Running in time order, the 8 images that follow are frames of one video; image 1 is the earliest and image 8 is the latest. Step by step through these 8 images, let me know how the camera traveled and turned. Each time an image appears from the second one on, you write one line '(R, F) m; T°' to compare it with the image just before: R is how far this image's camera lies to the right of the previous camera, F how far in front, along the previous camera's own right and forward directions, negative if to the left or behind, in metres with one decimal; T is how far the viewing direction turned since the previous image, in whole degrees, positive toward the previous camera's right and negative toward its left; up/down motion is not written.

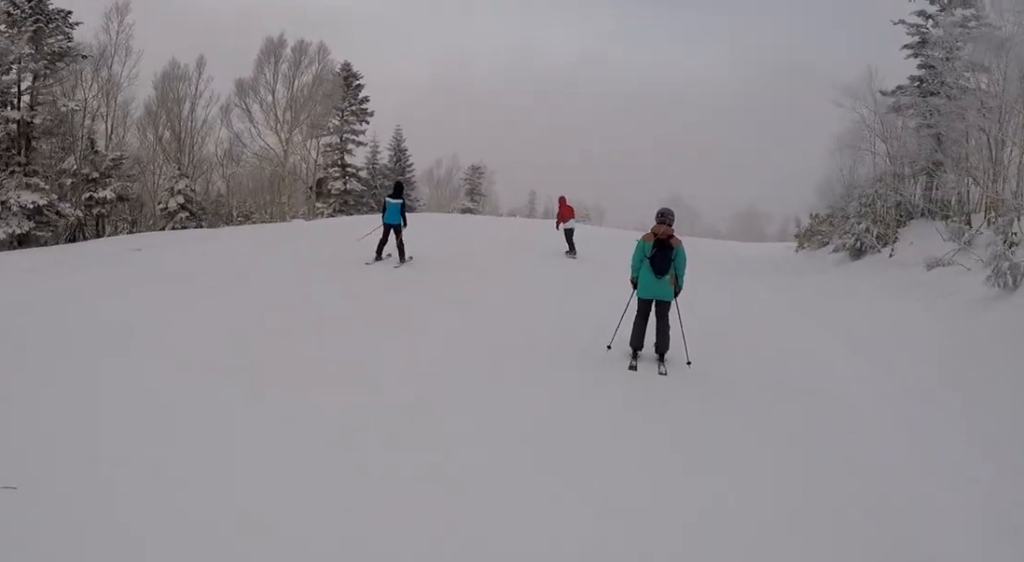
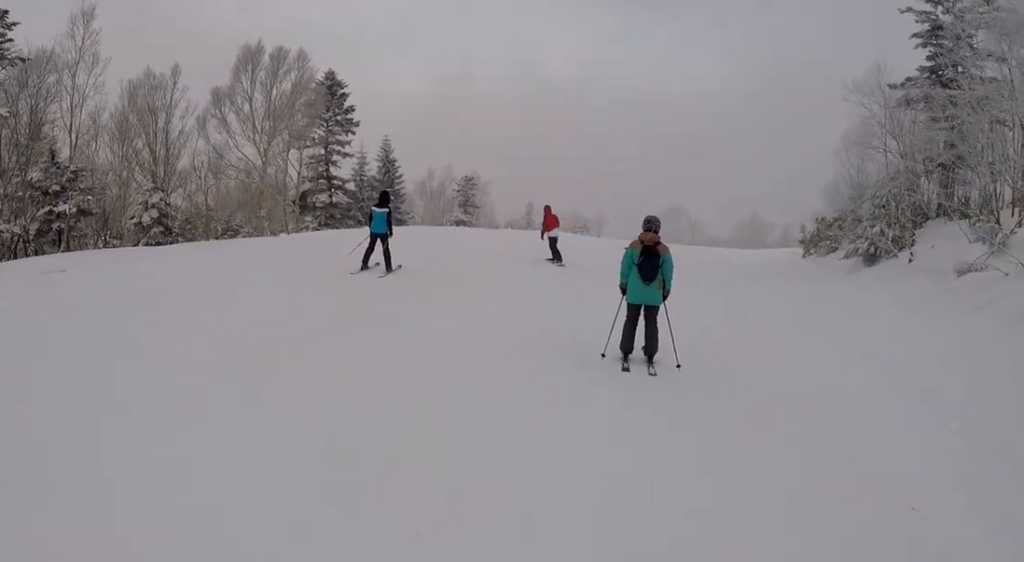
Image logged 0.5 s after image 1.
(0.0, +1.9) m; 0°
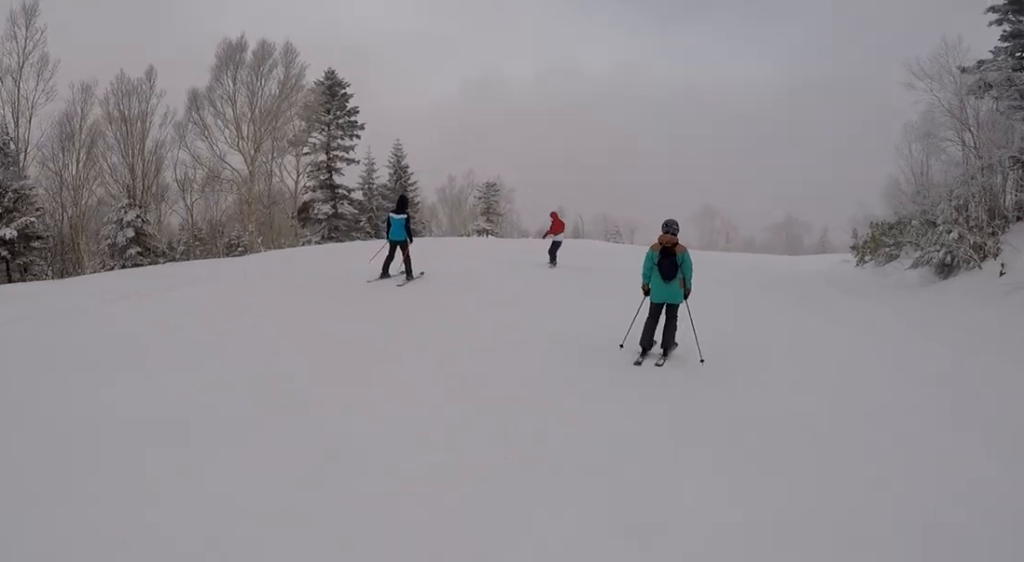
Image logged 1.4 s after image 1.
(0.0, +3.6) m; 0°
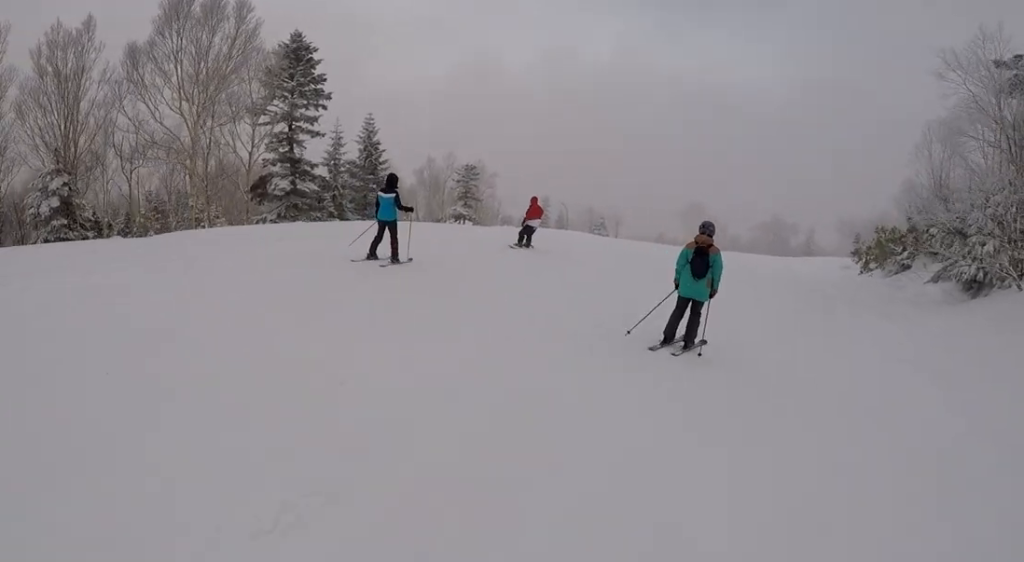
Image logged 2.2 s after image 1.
(0.0, +3.3) m; 0°
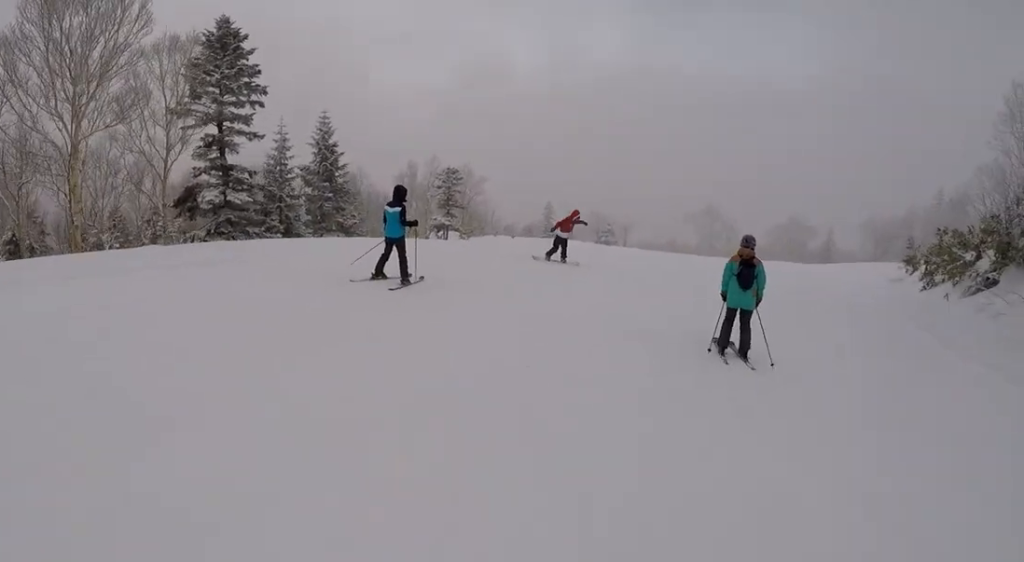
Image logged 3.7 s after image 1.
(0.0, +6.0) m; 0°
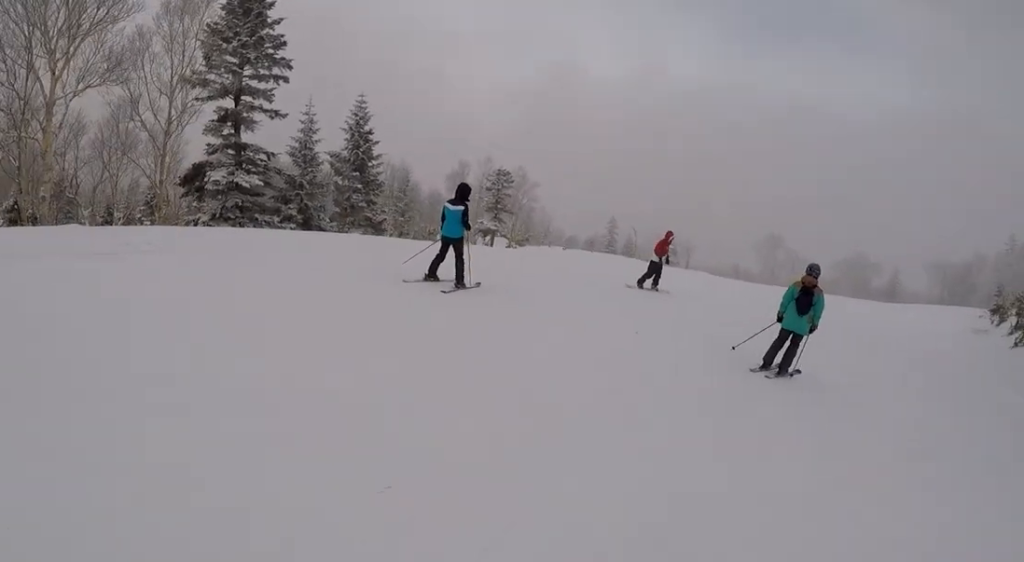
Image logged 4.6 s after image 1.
(0.0, +3.6) m; 0°
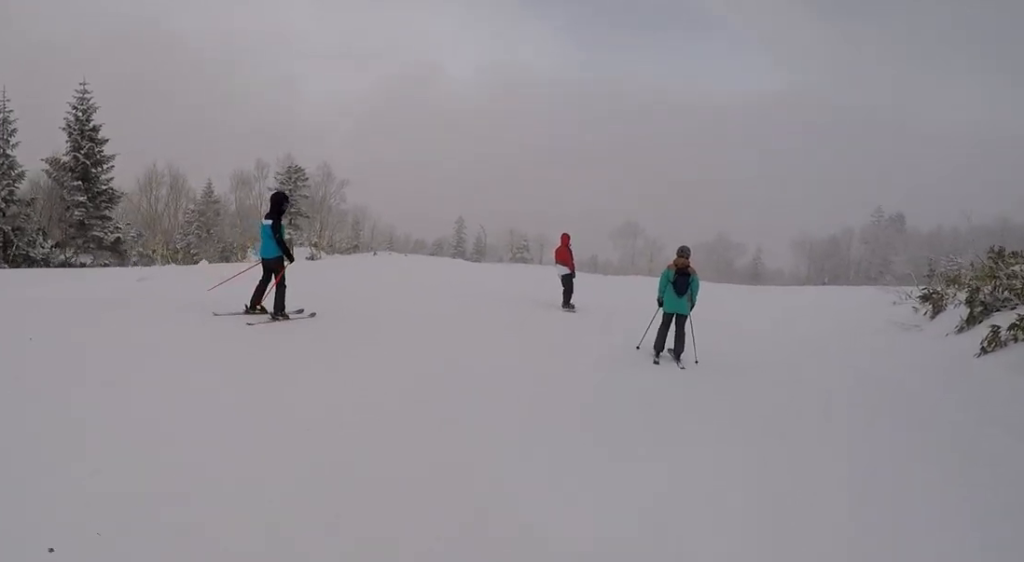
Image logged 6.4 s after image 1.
(+0.2, +8.1) m; +8°
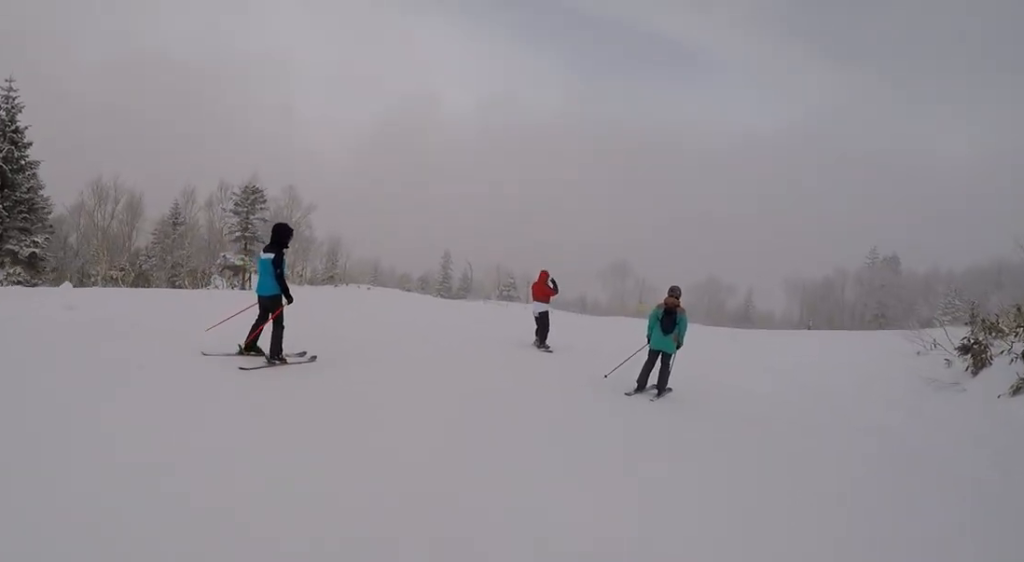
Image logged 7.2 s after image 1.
(+0.2, +3.9) m; -1°
